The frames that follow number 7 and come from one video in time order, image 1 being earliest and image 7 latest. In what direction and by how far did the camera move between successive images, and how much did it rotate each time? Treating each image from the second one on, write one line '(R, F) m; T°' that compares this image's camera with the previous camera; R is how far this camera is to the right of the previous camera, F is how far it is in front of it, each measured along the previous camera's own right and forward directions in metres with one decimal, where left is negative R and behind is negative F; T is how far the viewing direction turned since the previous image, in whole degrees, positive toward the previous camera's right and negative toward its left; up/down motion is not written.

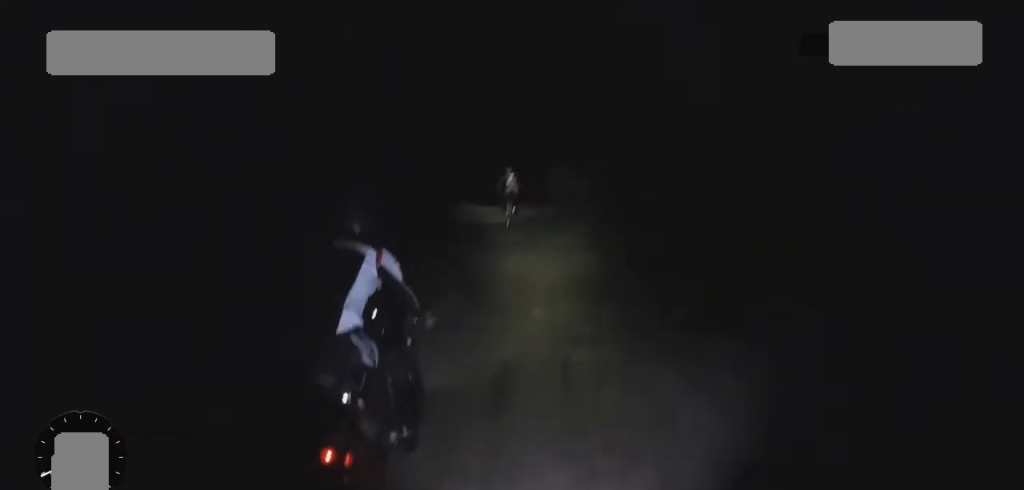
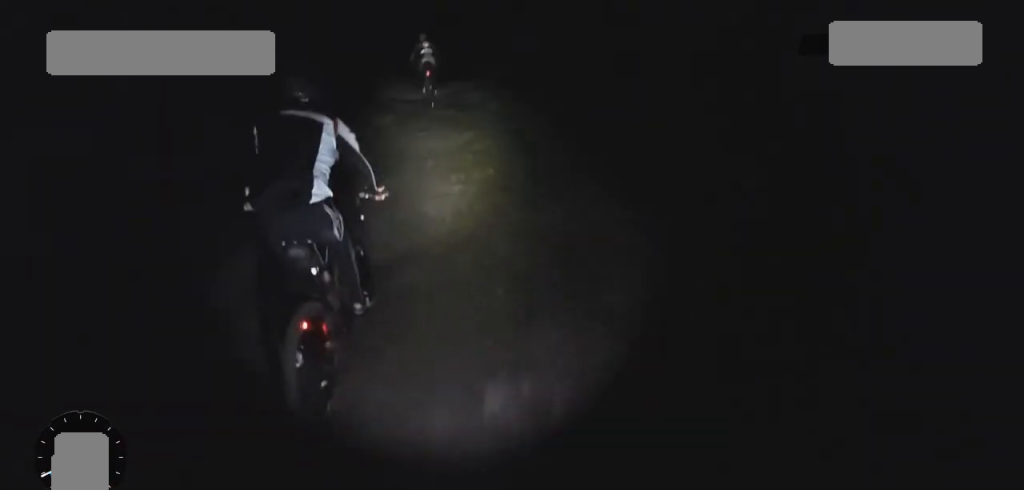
(-0.9, +3.9) m; -5°
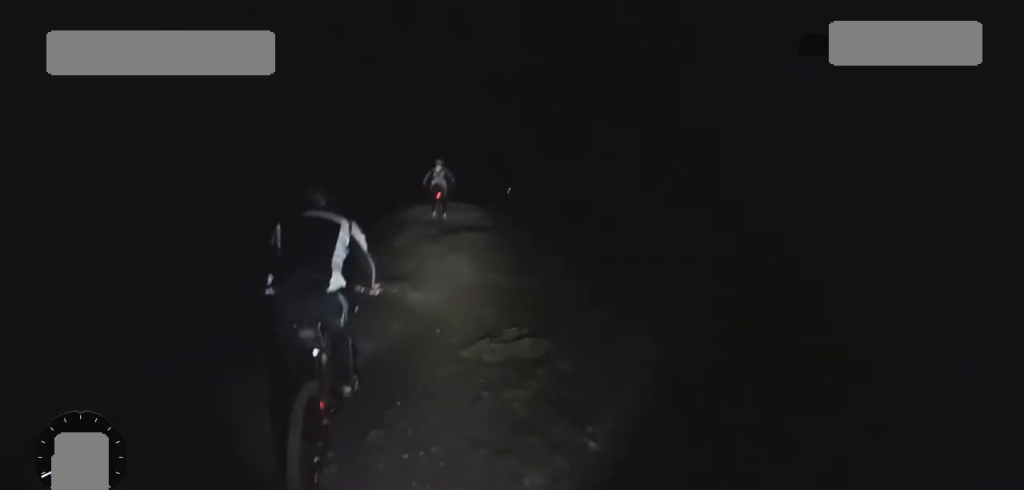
(+1.9, +8.1) m; +11°
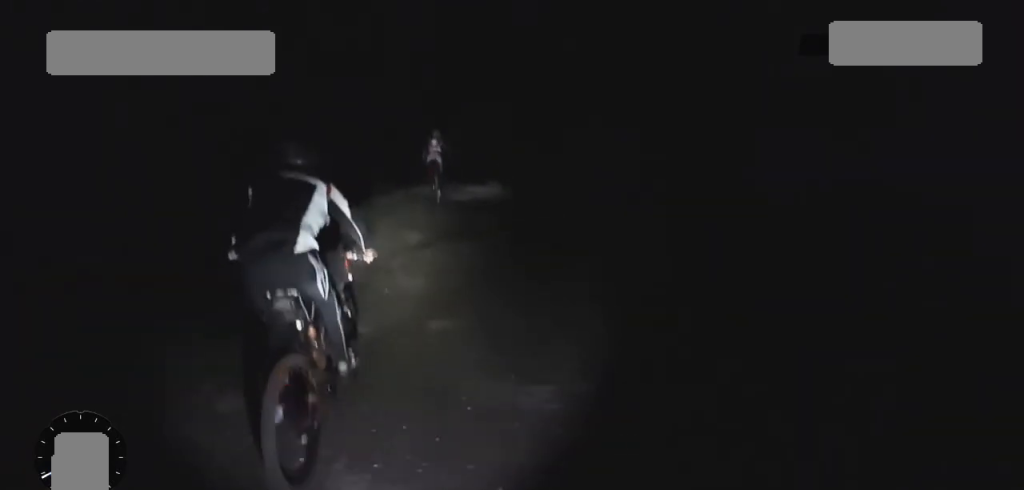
(-0.5, +3.3) m; -5°
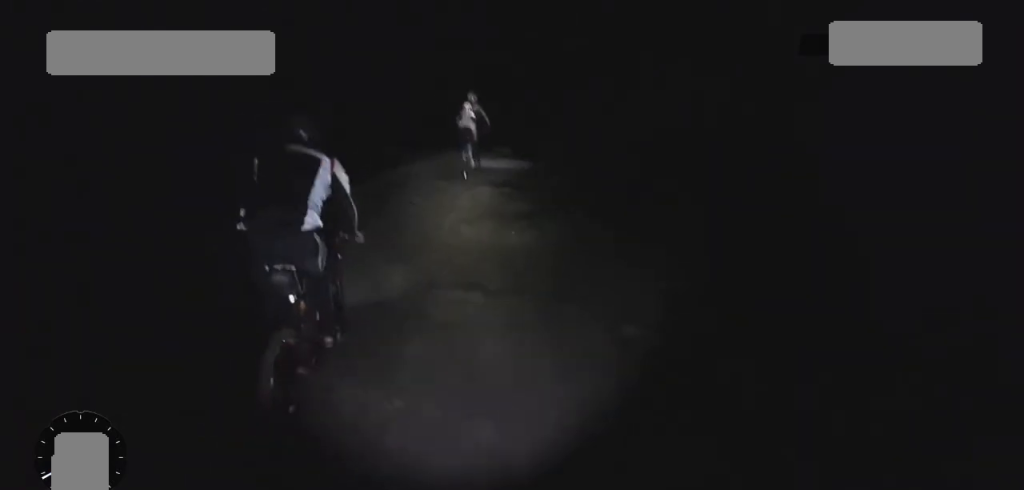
(+0.1, +3.3) m; -1°
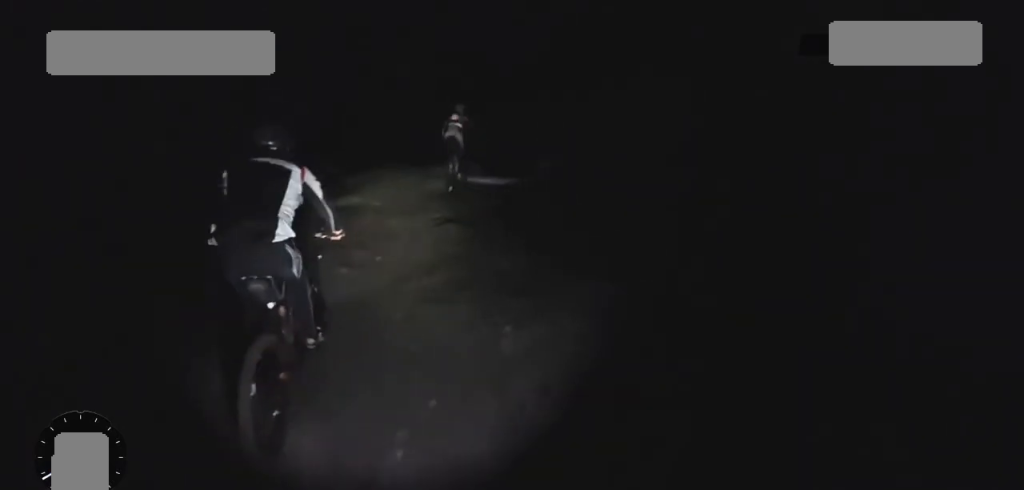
(+0.2, +2.2) m; 0°
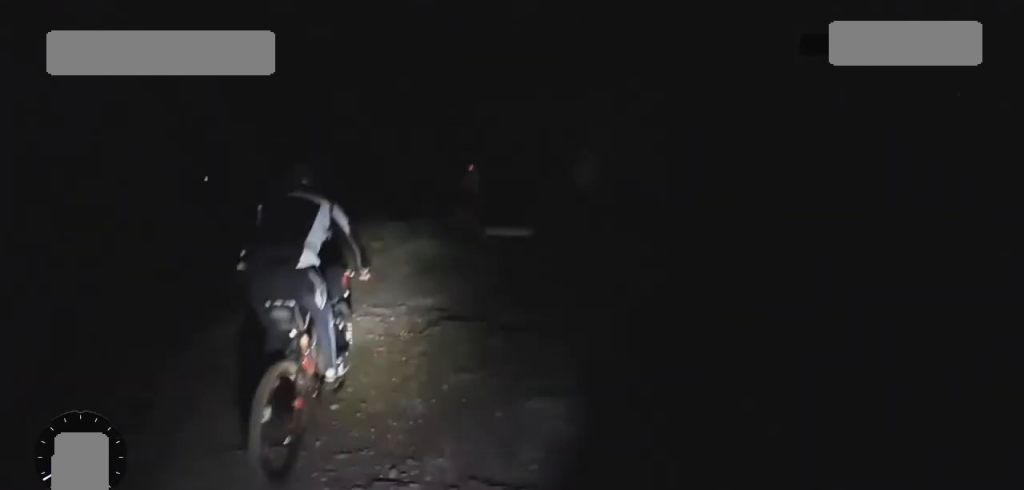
(-0.6, +2.2) m; +1°
